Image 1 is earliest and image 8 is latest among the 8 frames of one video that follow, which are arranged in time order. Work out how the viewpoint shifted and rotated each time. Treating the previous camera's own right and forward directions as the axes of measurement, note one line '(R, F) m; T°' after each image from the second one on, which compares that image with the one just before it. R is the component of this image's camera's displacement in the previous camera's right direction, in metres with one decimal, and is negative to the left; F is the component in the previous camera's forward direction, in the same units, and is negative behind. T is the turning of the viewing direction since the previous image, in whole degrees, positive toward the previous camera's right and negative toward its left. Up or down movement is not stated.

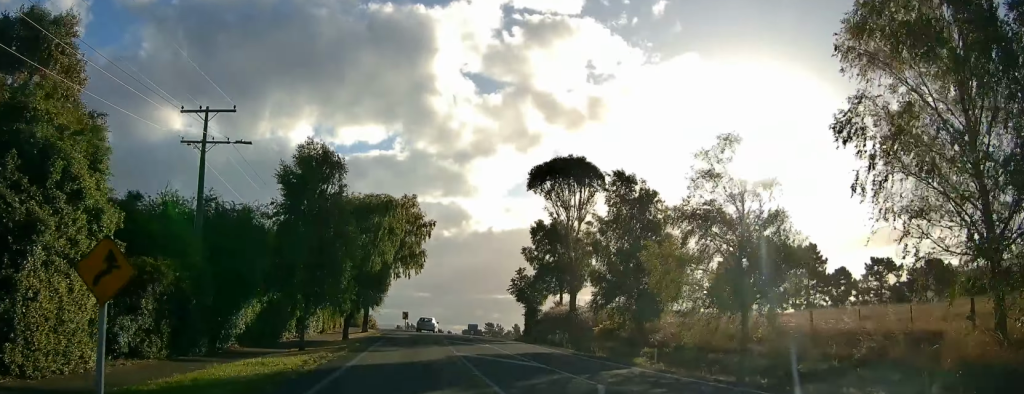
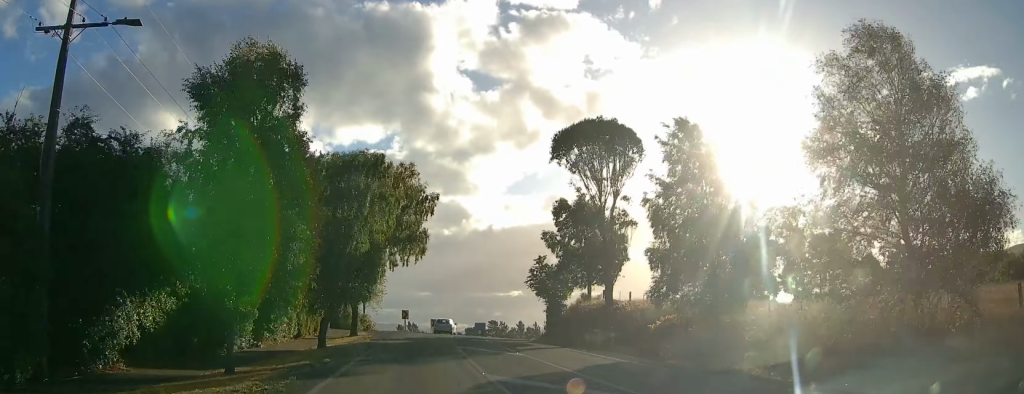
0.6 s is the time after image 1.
(-0.2, +10.9) m; 0°
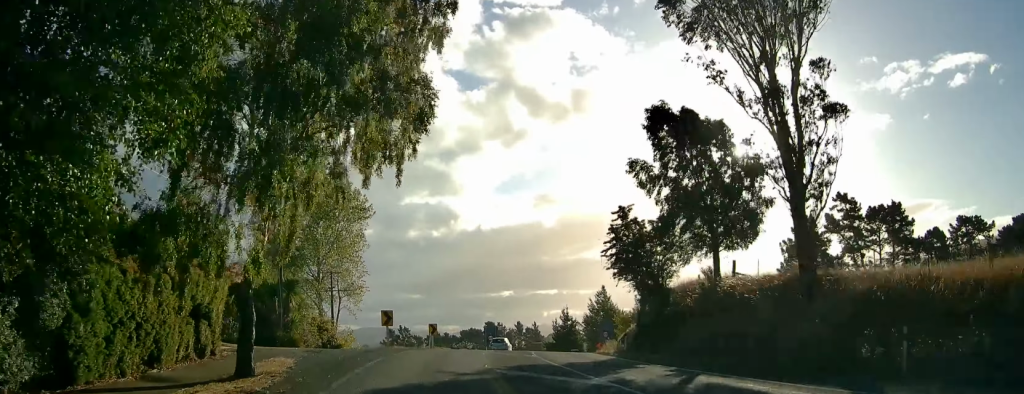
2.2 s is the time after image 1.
(+0.6, +26.4) m; +1°
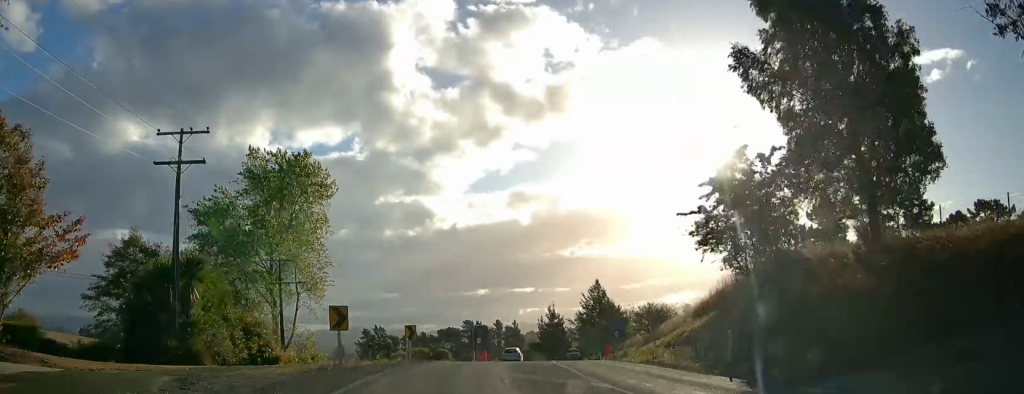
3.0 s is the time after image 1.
(-0.1, +13.8) m; +2°
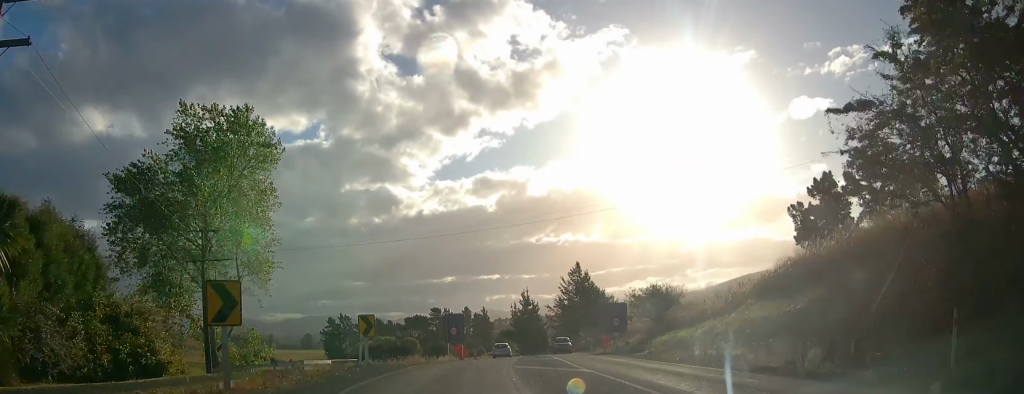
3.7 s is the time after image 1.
(+0.1, +11.0) m; +3°
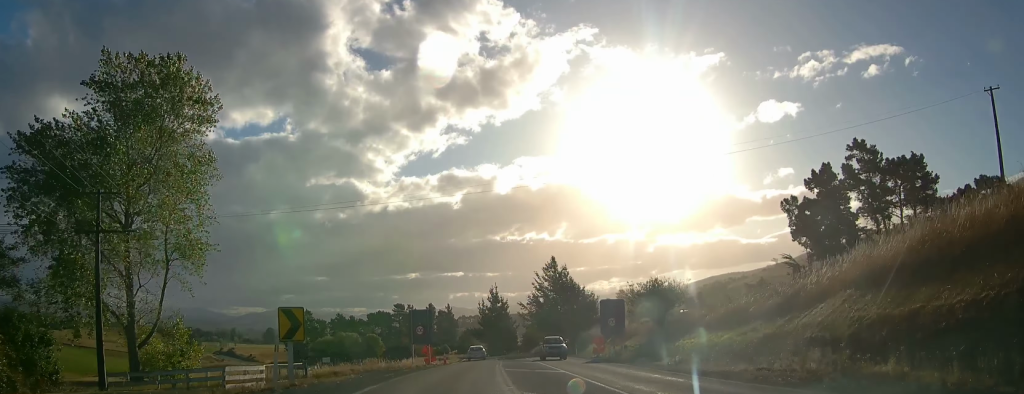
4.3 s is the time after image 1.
(+0.5, +9.3) m; +3°
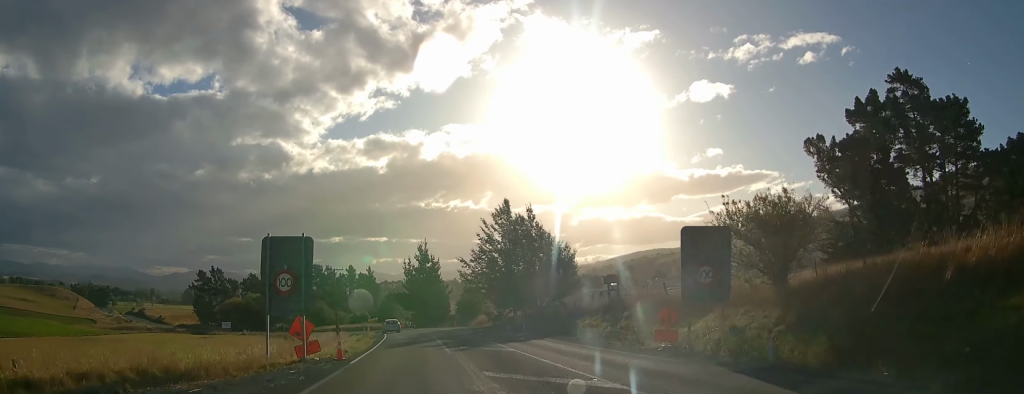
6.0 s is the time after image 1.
(+1.3, +28.0) m; +6°
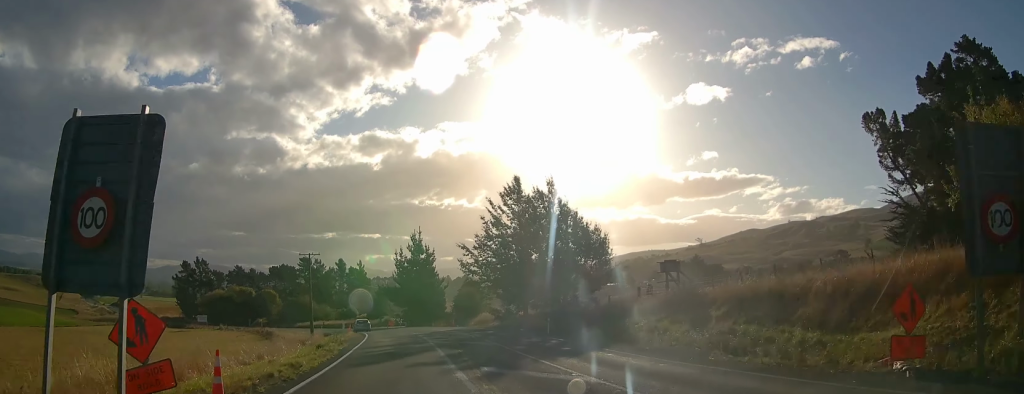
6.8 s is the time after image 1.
(+0.3, +13.4) m; +2°
